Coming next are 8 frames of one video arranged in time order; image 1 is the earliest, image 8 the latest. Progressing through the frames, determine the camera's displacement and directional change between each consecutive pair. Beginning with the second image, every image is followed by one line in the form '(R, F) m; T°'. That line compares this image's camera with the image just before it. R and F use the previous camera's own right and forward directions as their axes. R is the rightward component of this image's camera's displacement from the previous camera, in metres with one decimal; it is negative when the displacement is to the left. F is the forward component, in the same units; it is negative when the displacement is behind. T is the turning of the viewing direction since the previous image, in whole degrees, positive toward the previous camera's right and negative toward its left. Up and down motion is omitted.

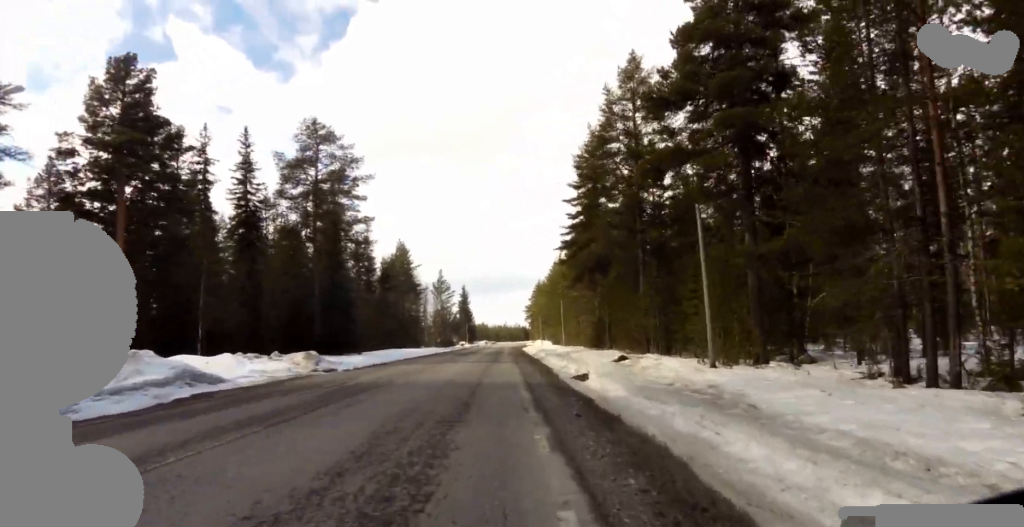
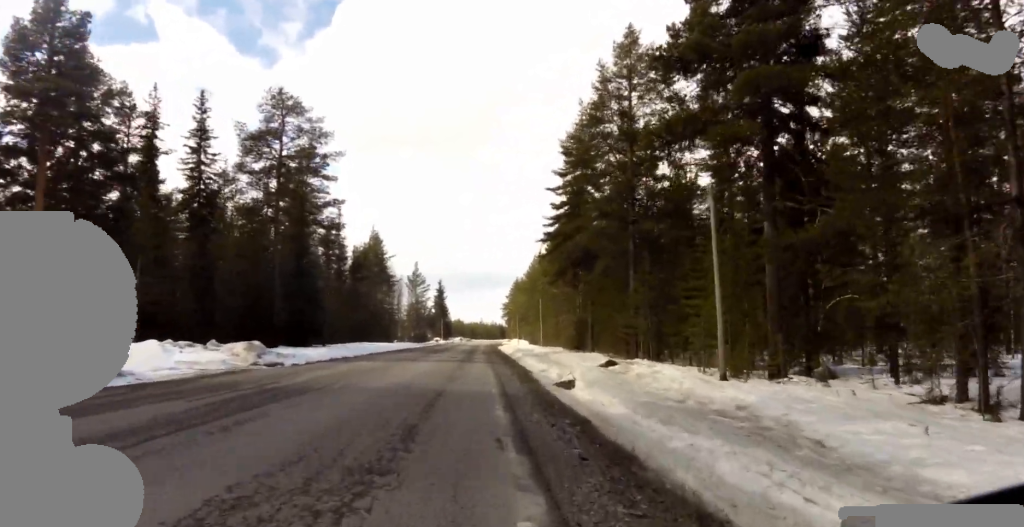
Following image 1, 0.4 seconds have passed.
(0.0, +3.4) m; 0°
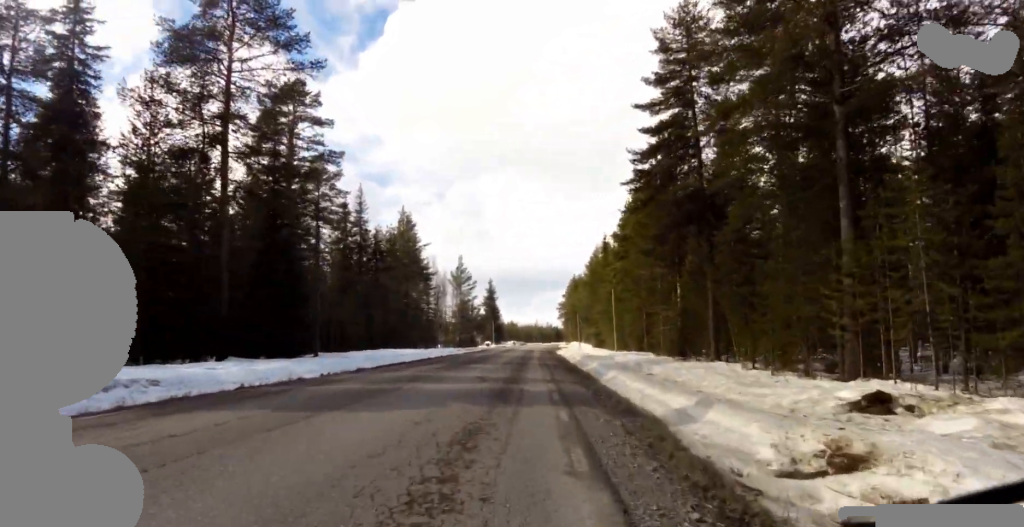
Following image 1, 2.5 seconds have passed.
(0.0, +15.9) m; 0°
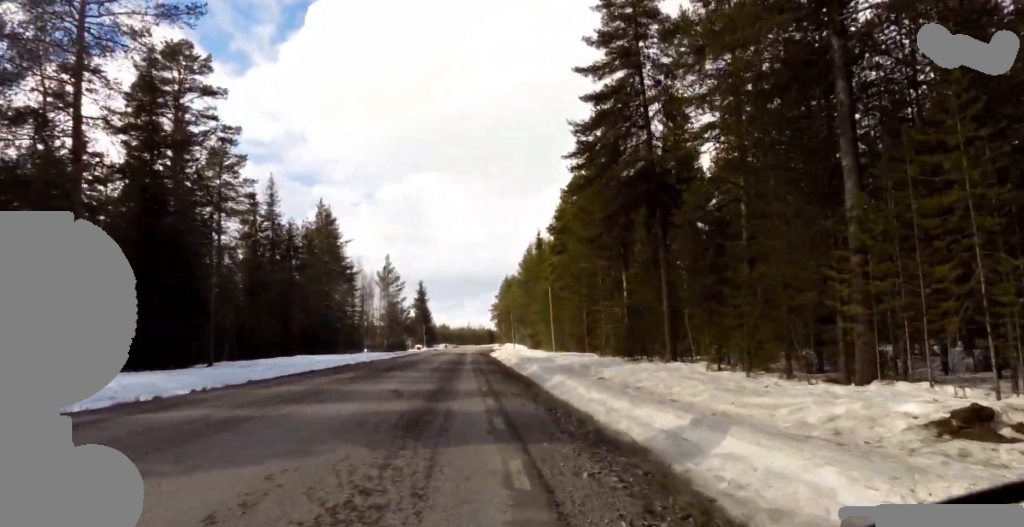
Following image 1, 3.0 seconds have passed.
(0.0, +3.9) m; 0°
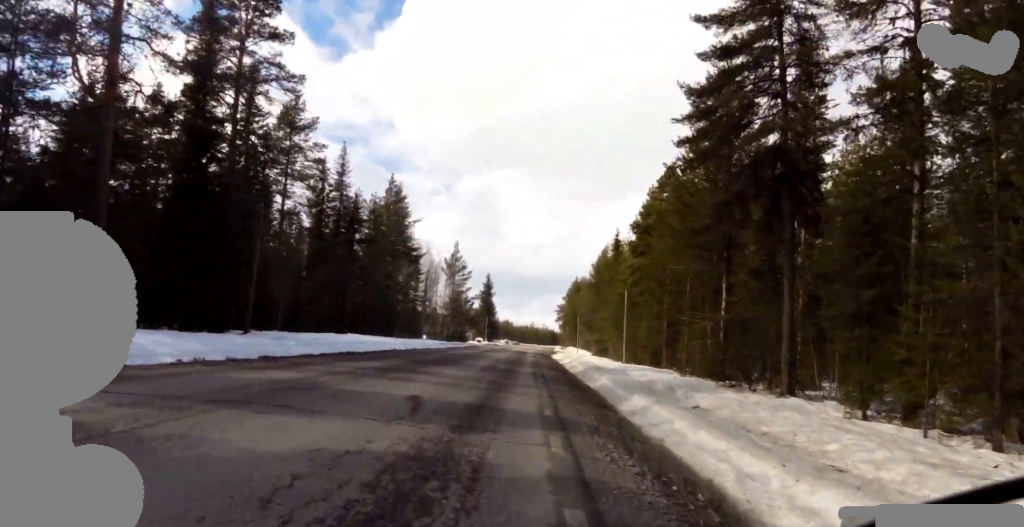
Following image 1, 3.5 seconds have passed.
(0.0, +4.4) m; 0°
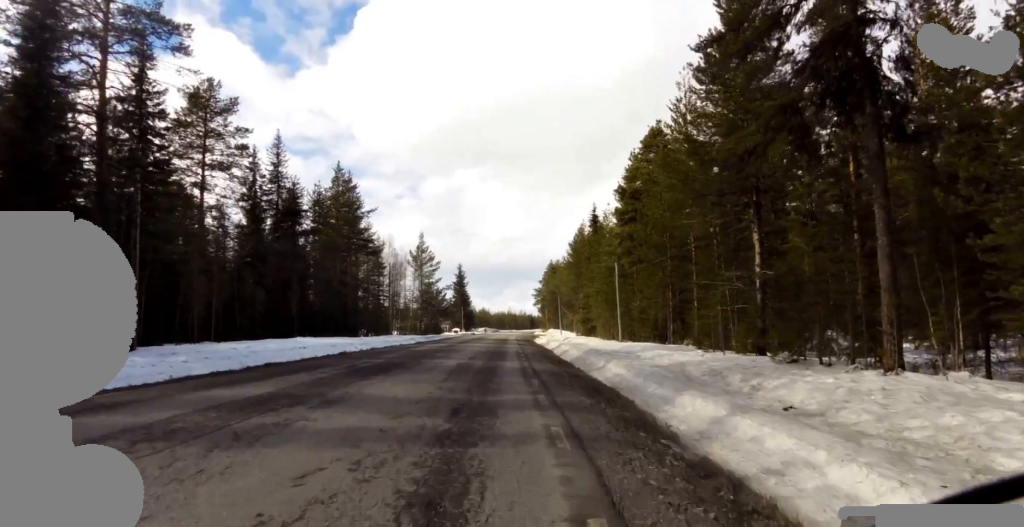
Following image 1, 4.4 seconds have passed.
(0.0, +6.5) m; 0°
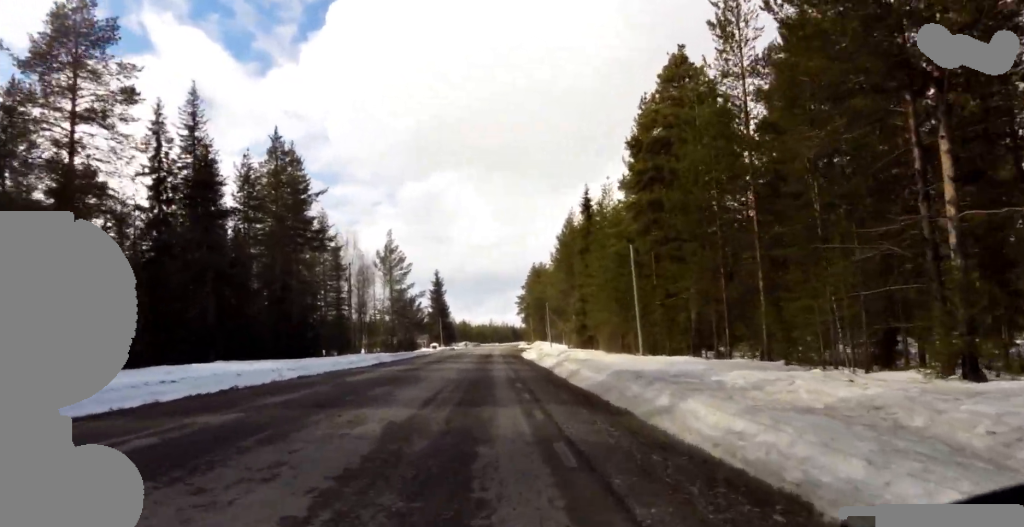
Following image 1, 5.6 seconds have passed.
(0.0, +9.5) m; 0°
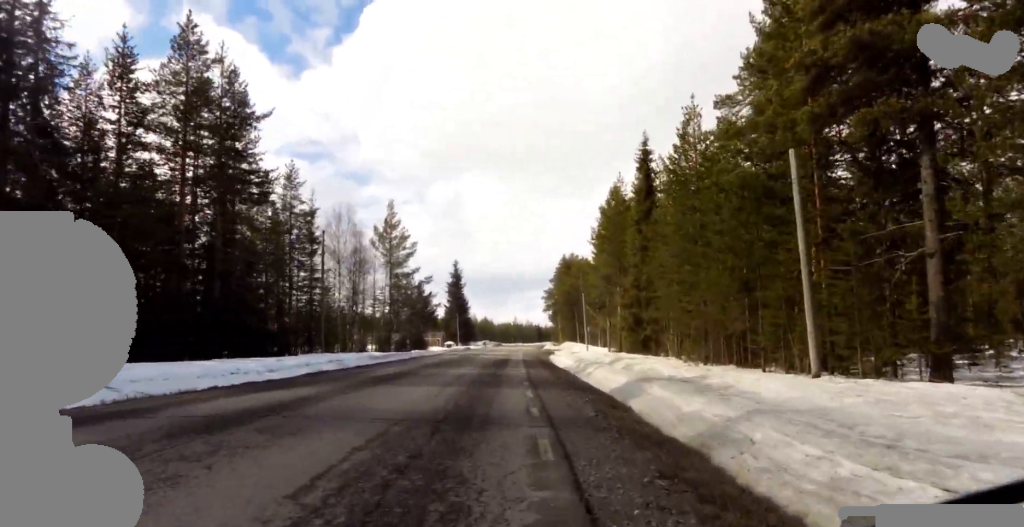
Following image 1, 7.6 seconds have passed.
(+0.3, +14.6) m; -7°
